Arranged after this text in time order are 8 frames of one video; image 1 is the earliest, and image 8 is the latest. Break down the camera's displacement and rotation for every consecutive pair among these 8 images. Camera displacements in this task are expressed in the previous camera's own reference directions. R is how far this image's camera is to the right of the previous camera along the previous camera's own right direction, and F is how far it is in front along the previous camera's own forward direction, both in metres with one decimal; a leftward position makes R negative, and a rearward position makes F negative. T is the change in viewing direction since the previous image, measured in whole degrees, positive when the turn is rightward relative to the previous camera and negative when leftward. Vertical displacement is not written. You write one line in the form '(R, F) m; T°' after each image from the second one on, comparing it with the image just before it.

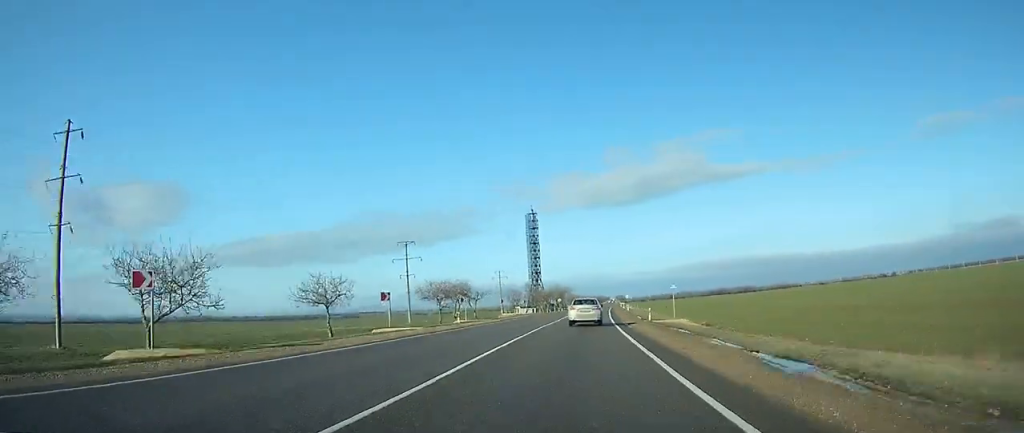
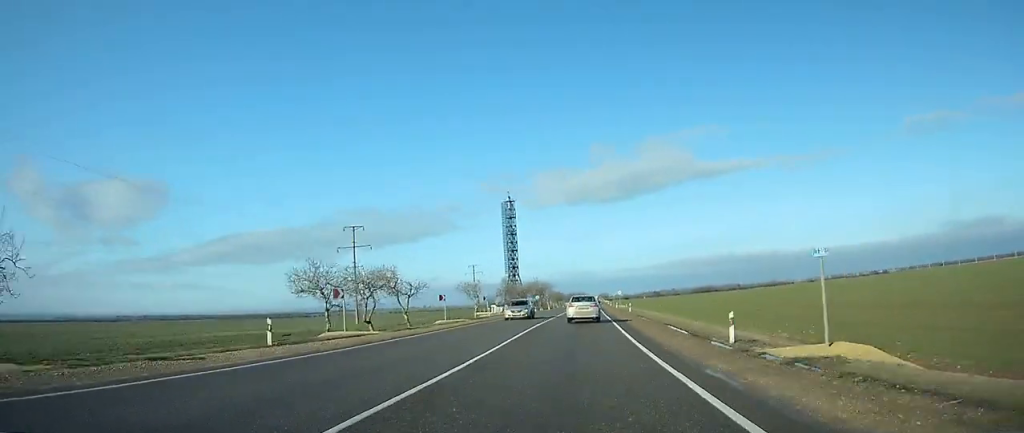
(+0.5, +24.5) m; +1°
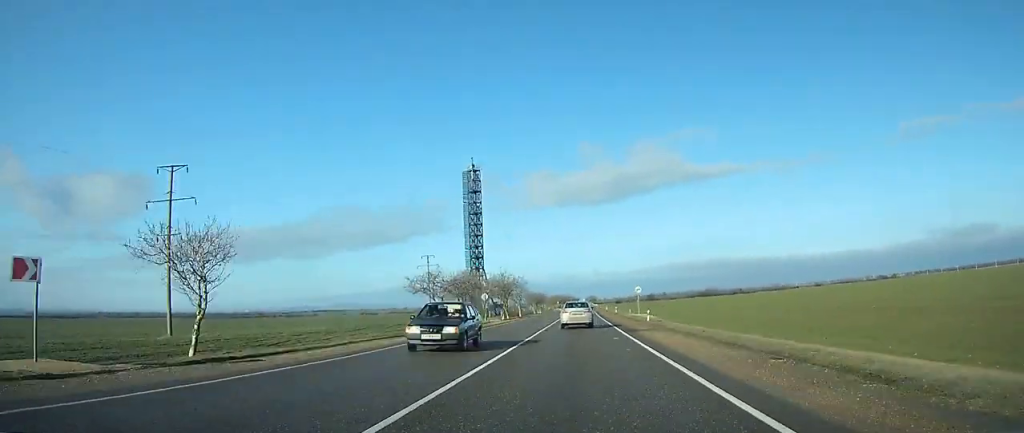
(+0.9, +54.7) m; +1°
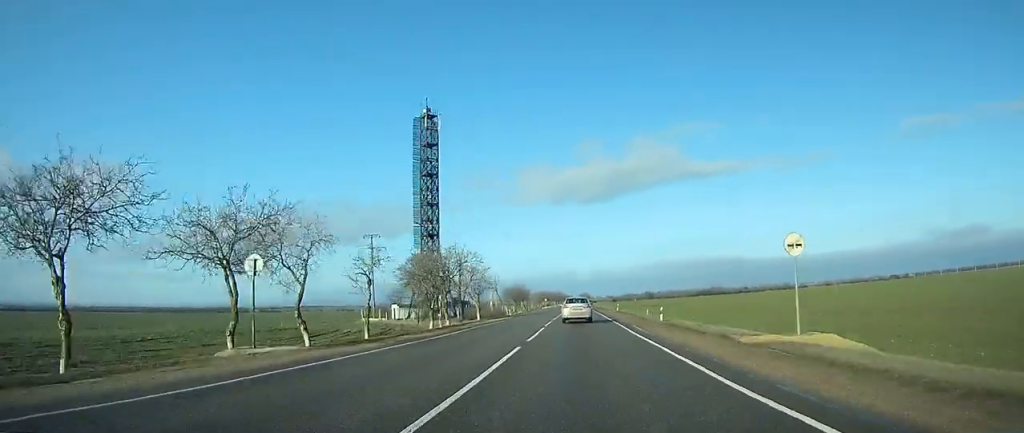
(+0.2, +46.0) m; +1°
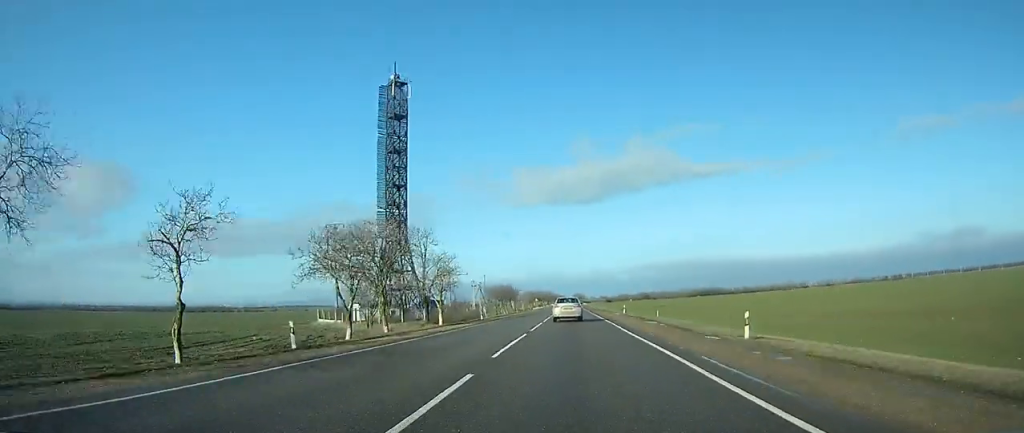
(+0.1, +18.8) m; 0°
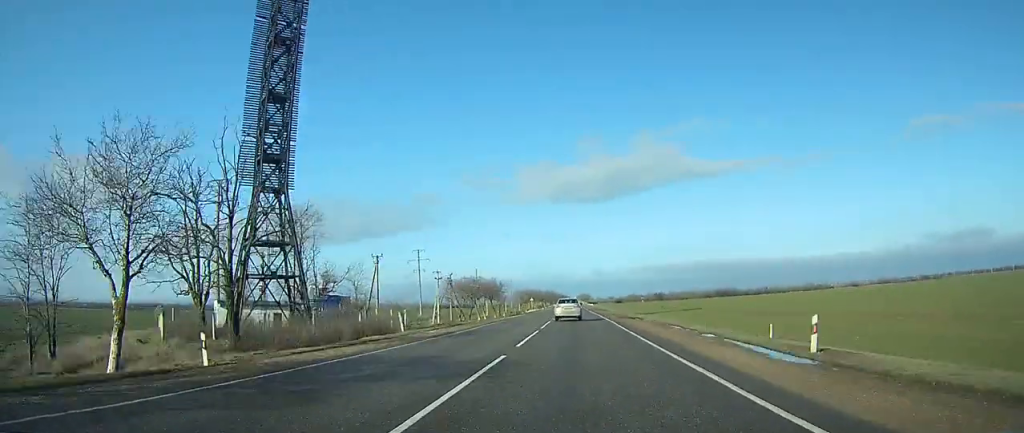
(+0.1, +45.1) m; 0°
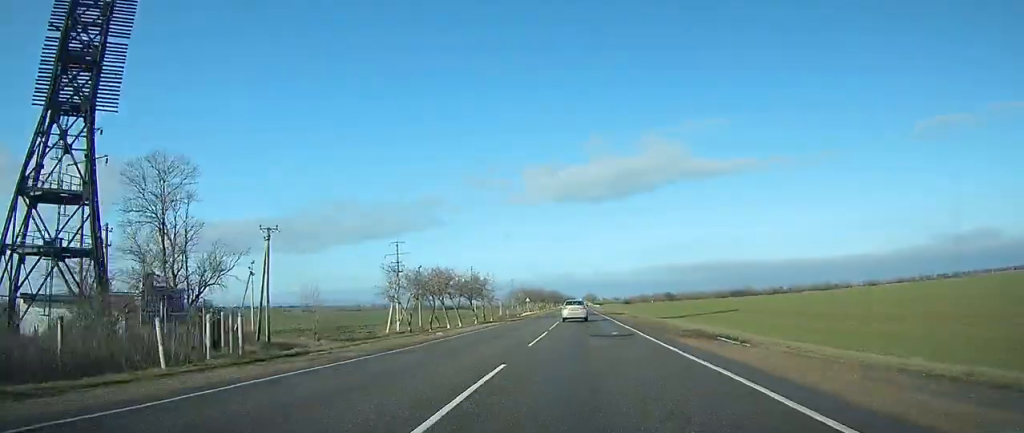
(0.0, +26.5) m; 0°
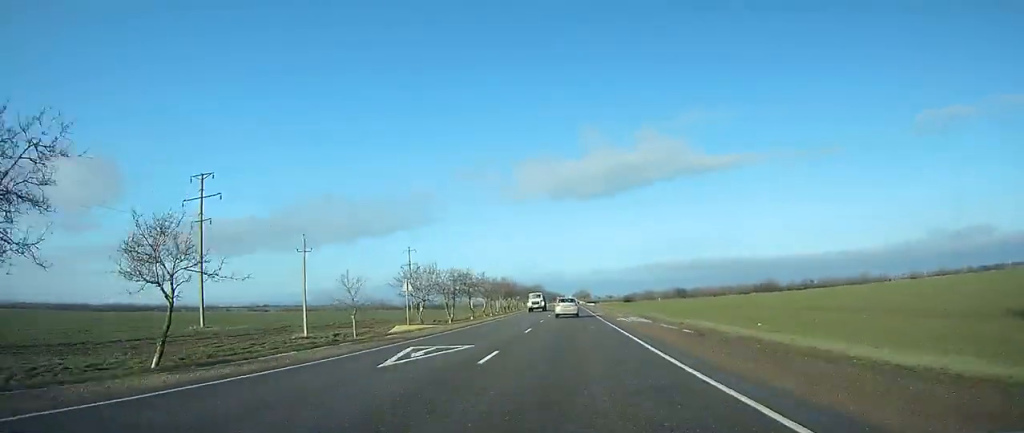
(+0.5, +81.2) m; 0°
